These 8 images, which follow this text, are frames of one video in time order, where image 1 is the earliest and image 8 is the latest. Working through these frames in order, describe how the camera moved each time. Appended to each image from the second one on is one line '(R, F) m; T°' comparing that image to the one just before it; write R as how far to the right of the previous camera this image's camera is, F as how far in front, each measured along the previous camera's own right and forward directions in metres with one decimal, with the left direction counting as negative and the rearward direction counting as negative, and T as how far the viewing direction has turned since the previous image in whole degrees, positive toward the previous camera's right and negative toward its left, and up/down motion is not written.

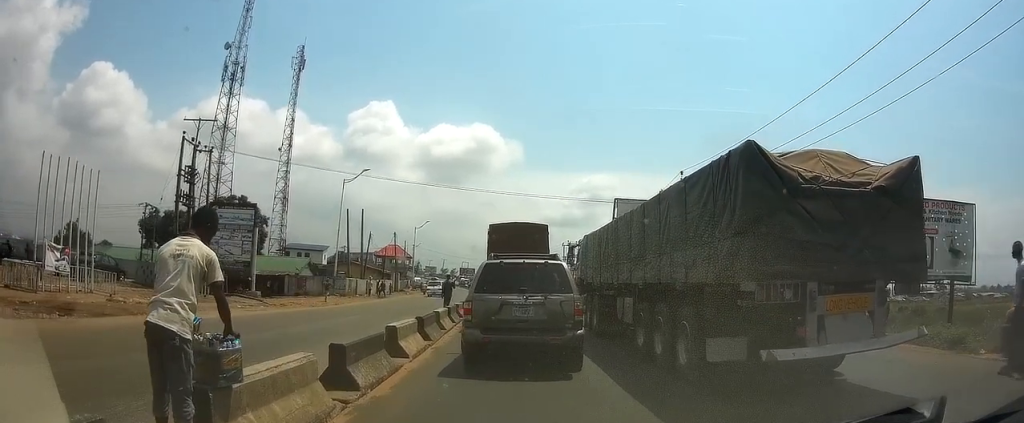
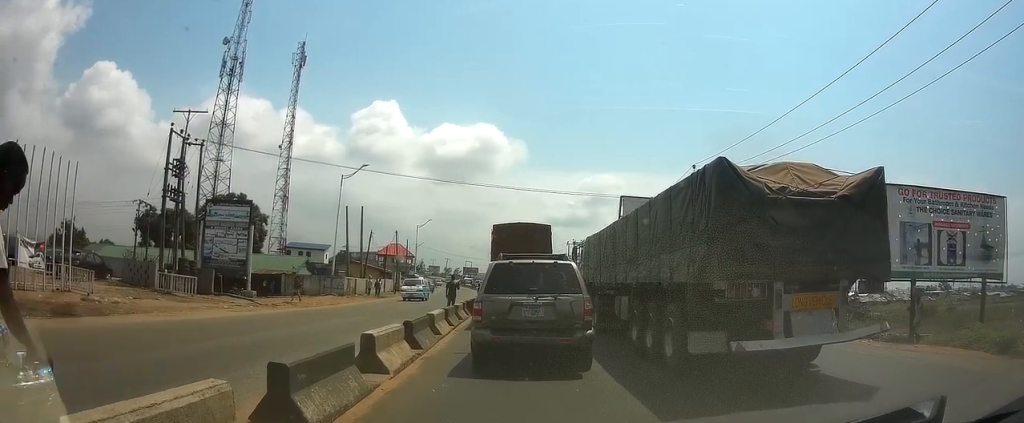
(0.0, +1.7) m; +1°
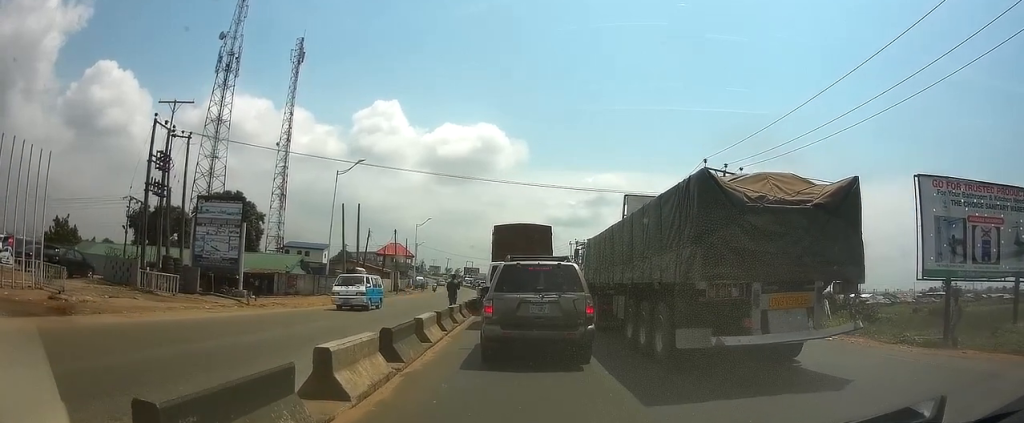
(0.0, +2.0) m; 0°
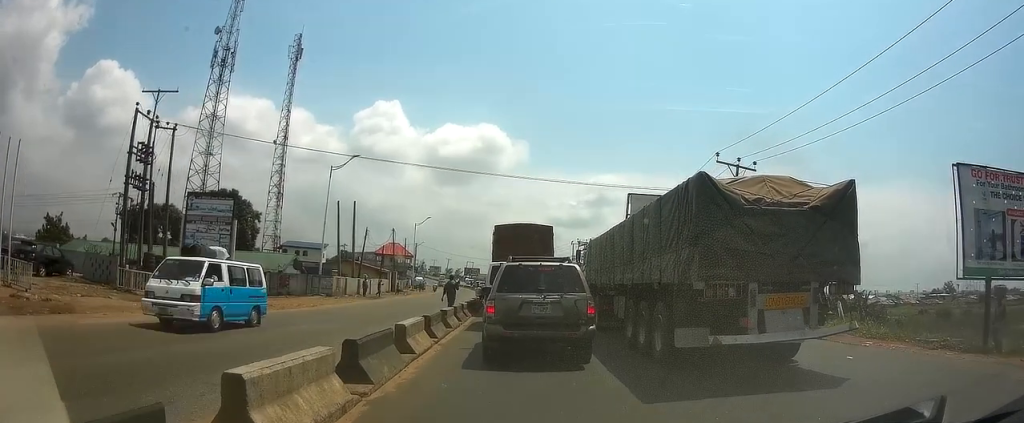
(0.0, +1.8) m; +1°
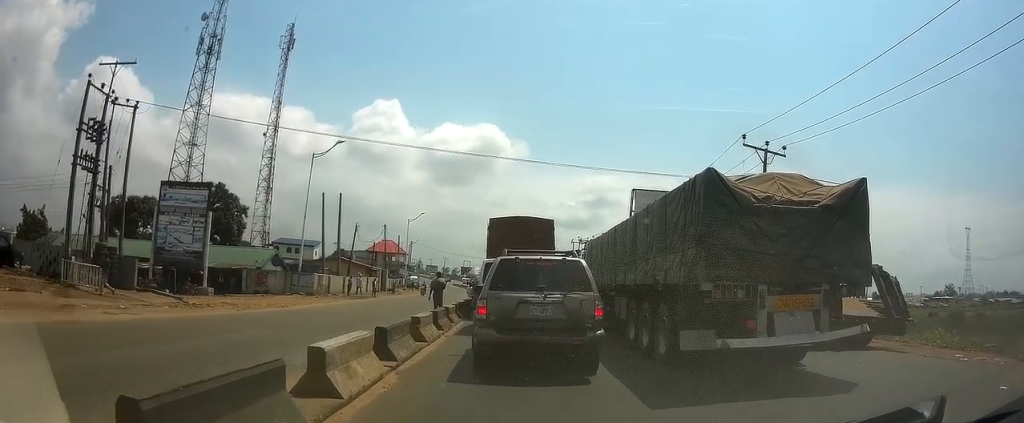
(+0.1, +3.7) m; +2°
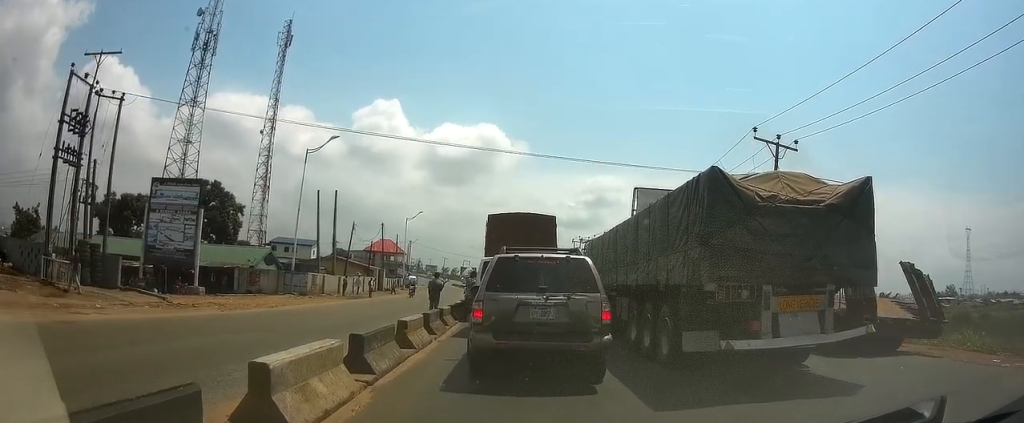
(0.0, +1.2) m; 0°
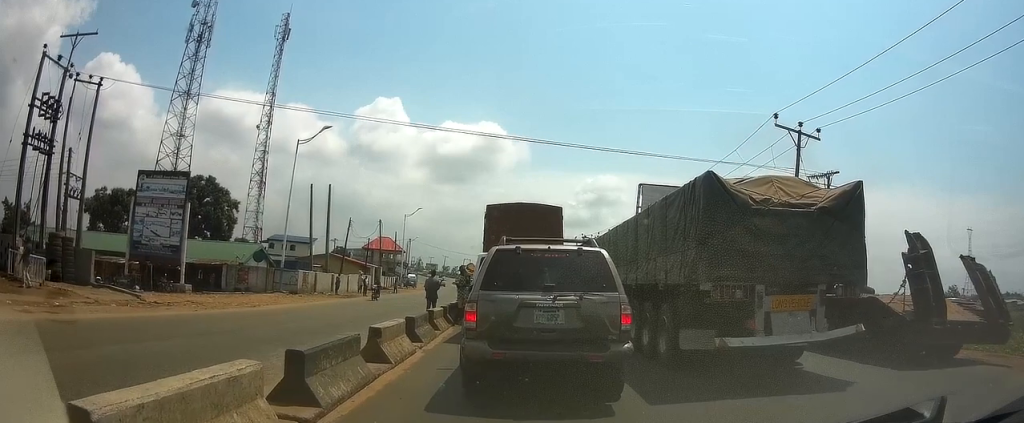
(-0.1, +1.9) m; 0°
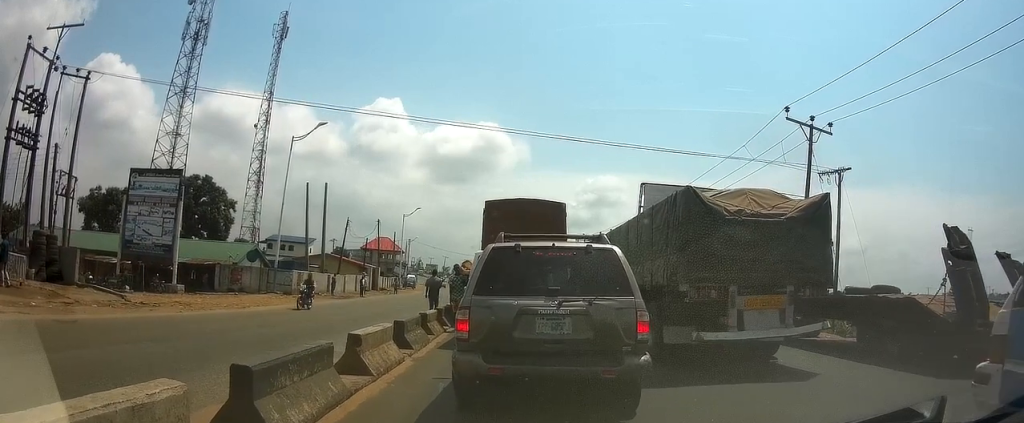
(+0.1, +0.9) m; 0°
